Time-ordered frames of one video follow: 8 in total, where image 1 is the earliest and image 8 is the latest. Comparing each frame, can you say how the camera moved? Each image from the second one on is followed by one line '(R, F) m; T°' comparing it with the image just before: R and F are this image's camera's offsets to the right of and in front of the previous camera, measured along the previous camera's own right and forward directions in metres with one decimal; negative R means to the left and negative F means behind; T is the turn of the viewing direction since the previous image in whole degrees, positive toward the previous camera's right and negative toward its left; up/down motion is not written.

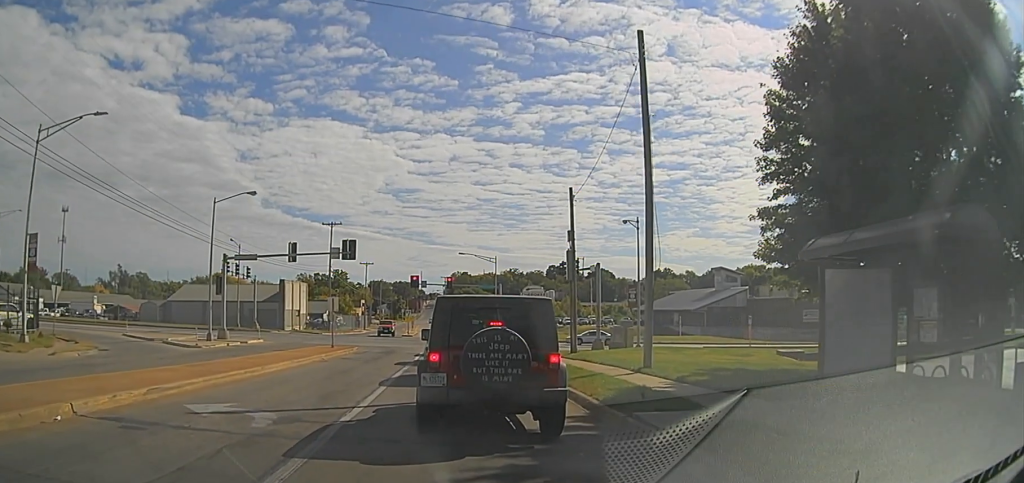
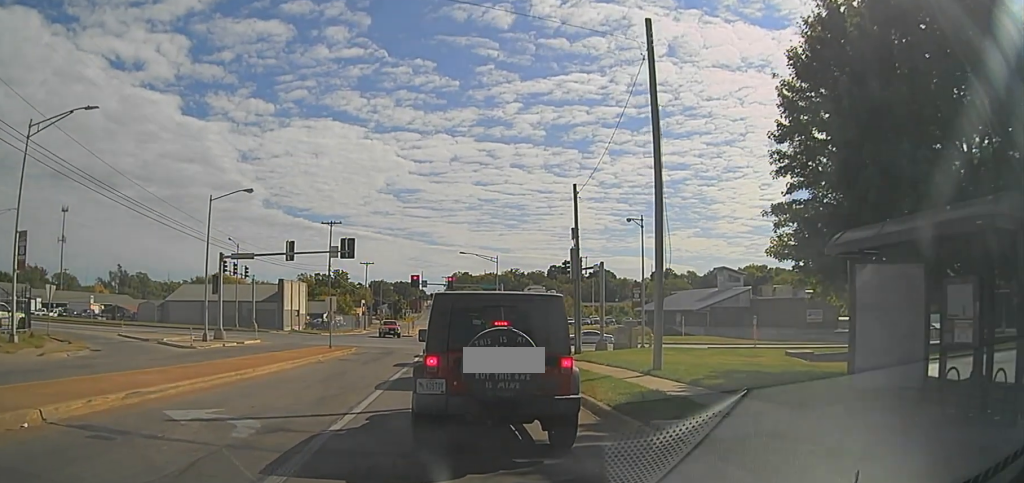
(0.0, +1.2) m; +1°
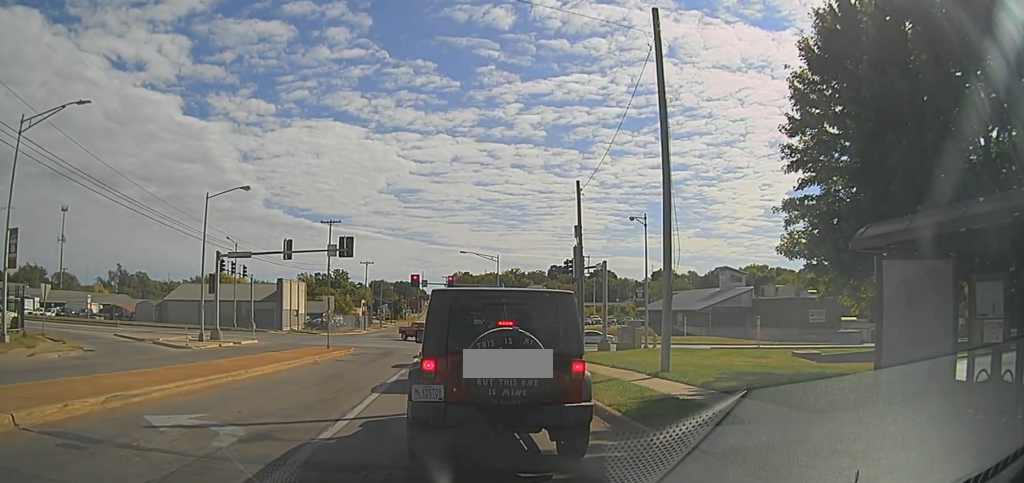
(-0.5, +1.0) m; 0°
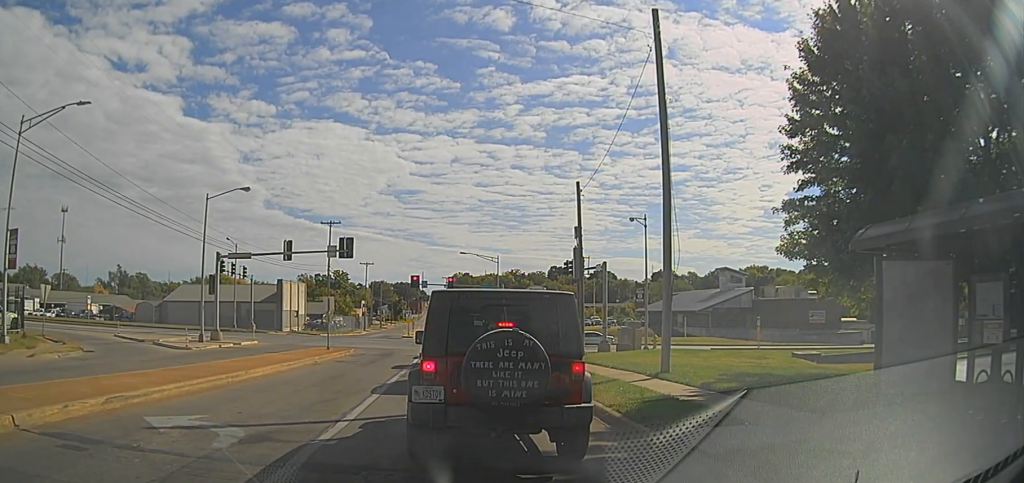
(-0.2, 0.0) m; 0°
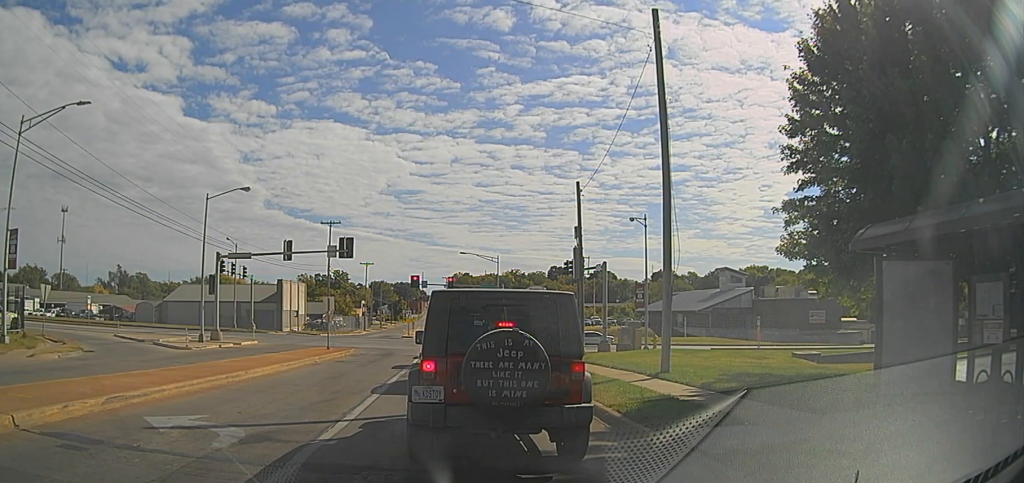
(0.0, 0.0) m; 0°
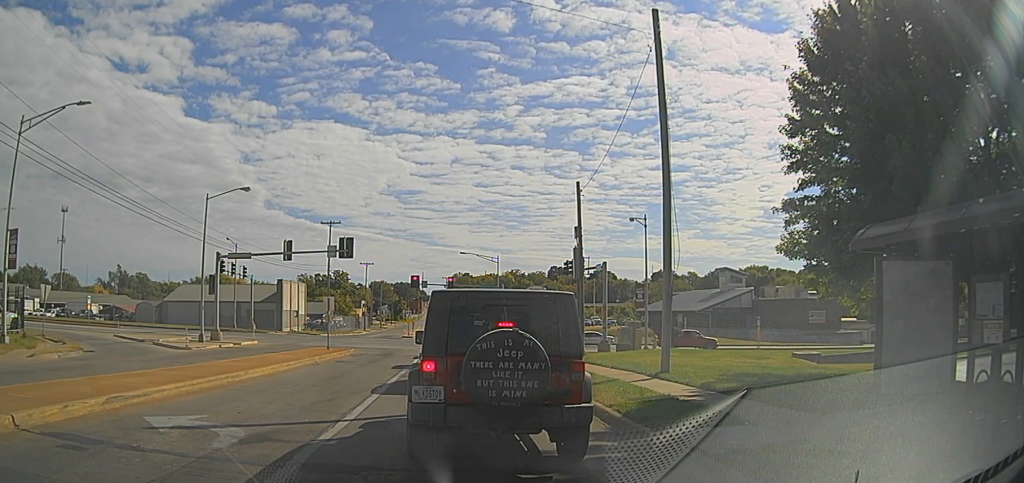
(0.0, 0.0) m; 0°
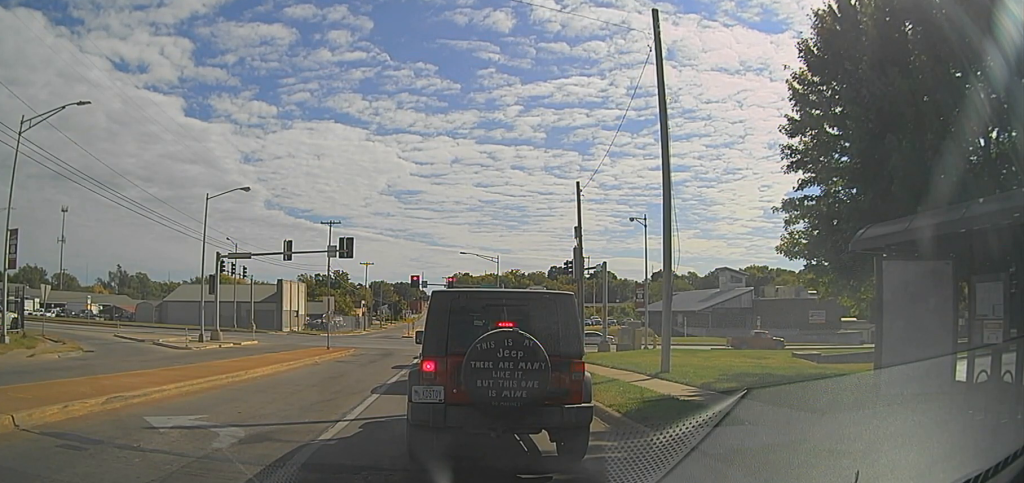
(0.0, 0.0) m; 0°
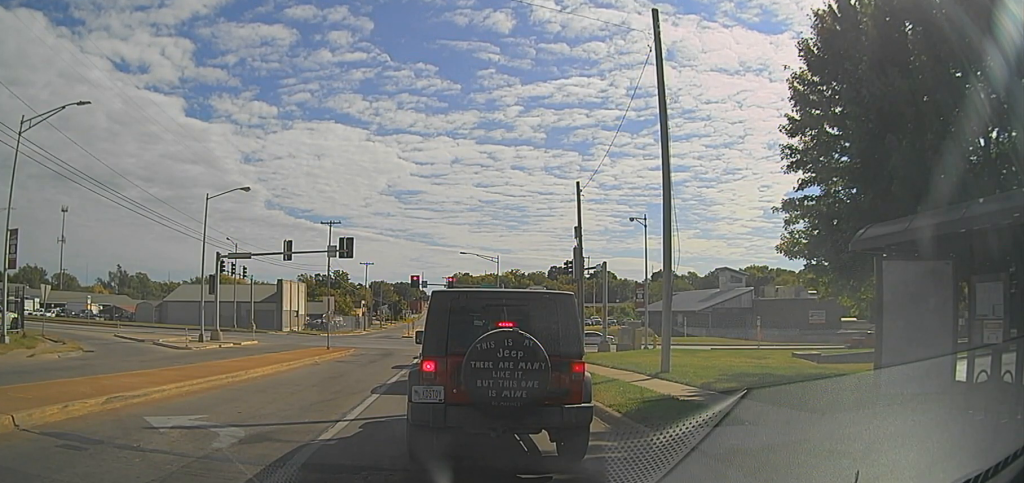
(0.0, 0.0) m; 0°
